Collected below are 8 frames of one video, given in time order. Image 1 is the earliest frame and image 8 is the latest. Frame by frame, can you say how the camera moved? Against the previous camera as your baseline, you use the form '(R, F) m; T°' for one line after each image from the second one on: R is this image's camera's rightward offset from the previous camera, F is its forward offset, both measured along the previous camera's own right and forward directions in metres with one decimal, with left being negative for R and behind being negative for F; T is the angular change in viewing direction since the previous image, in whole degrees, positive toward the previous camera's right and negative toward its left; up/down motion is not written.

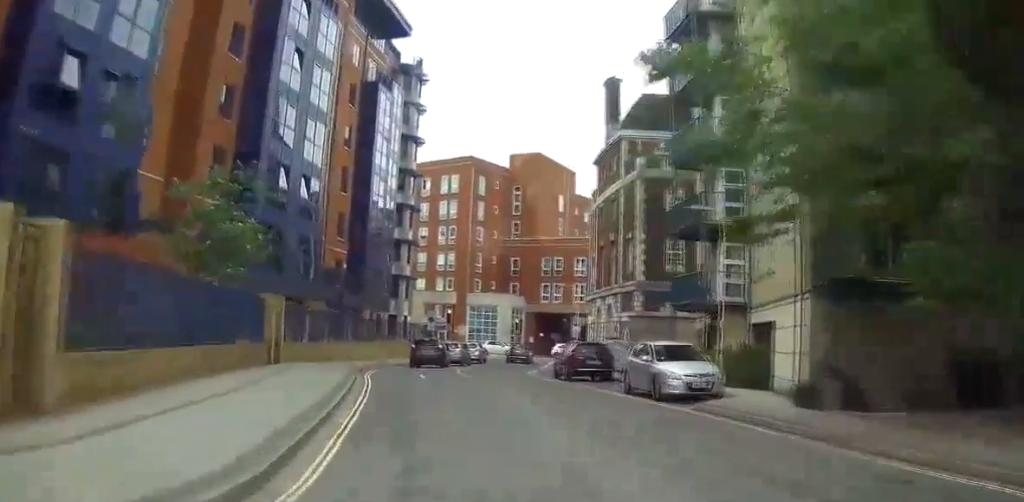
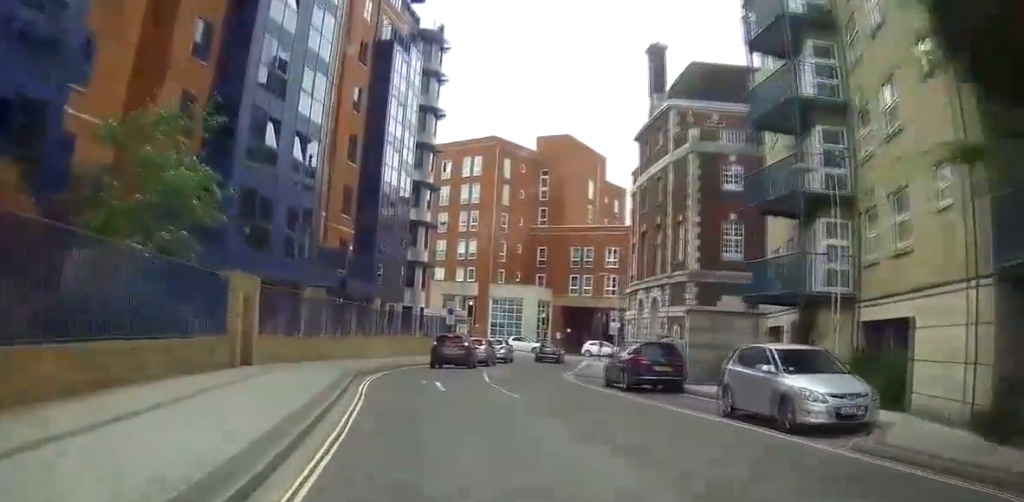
(0.0, +4.2) m; 0°
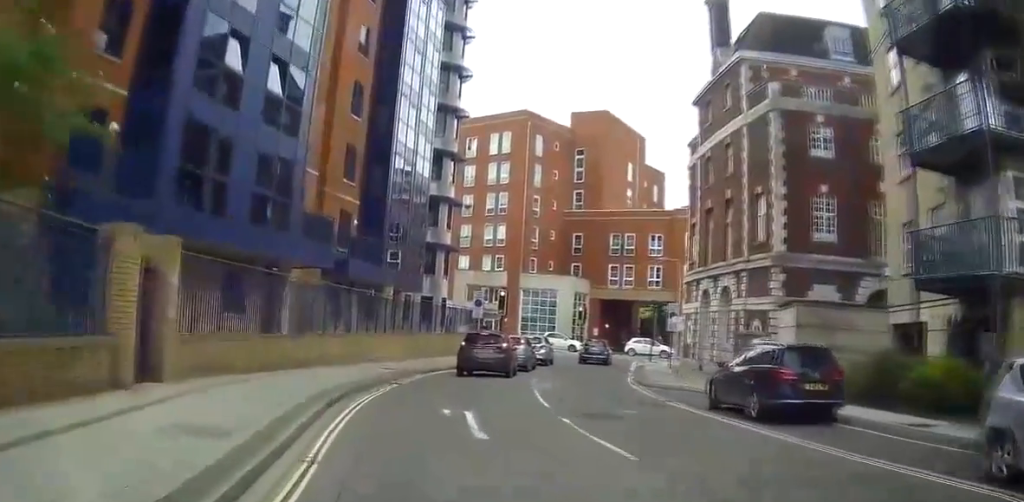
(0.0, +4.4) m; 0°
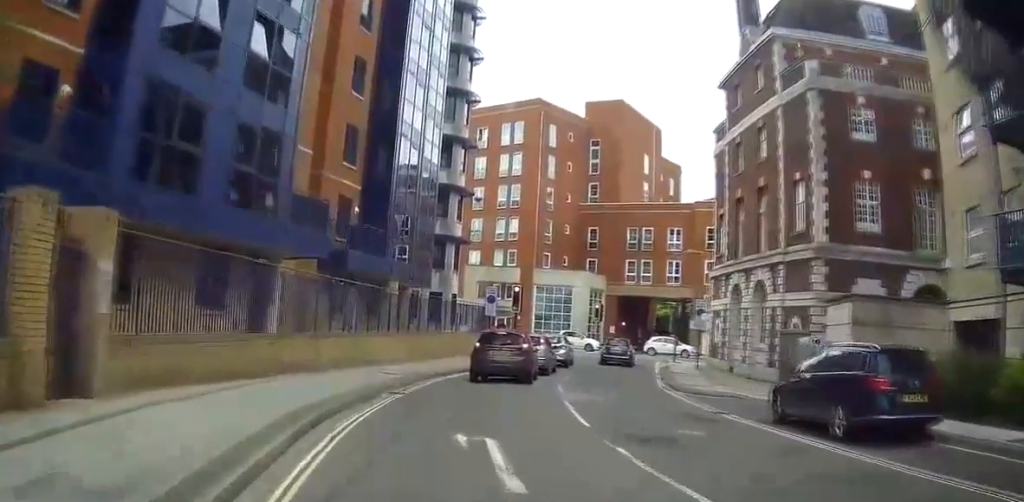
(0.0, +1.8) m; 0°
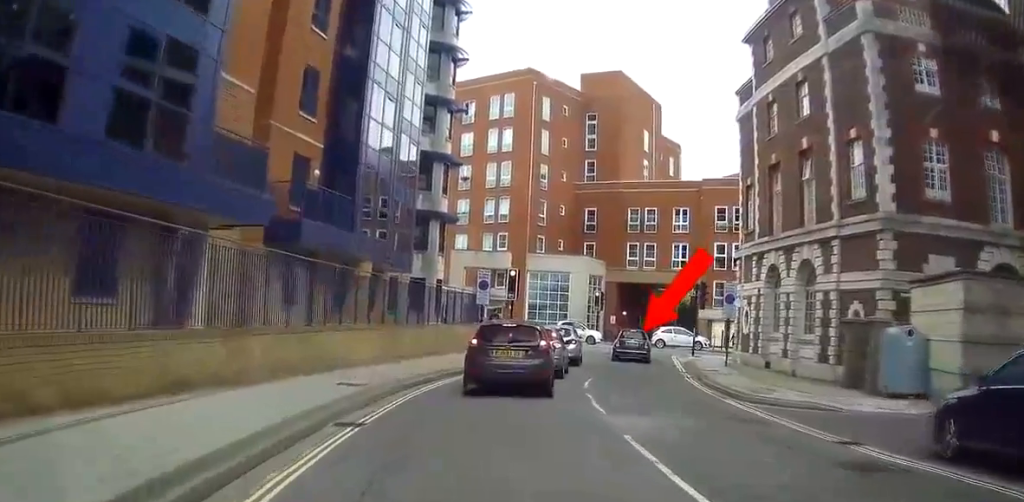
(+0.1, +5.1) m; +3°
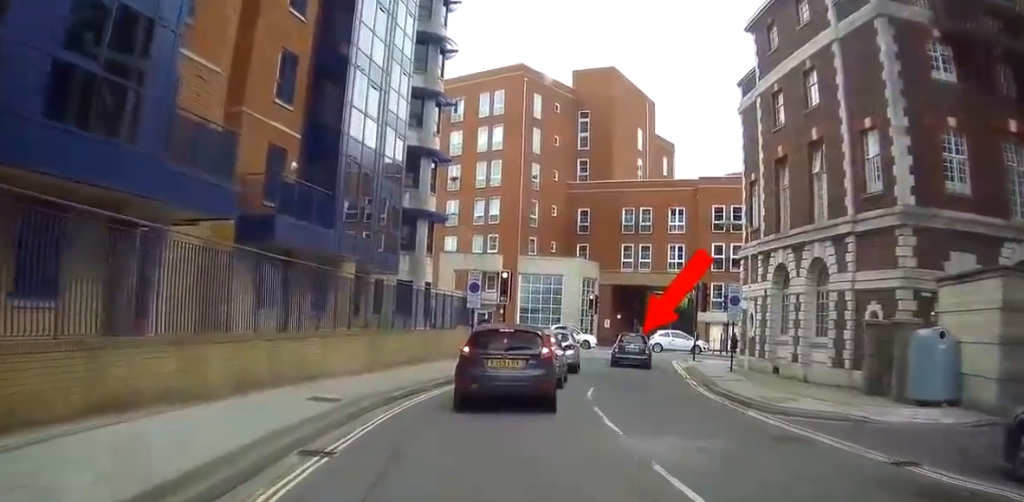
(+0.1, +1.4) m; +2°
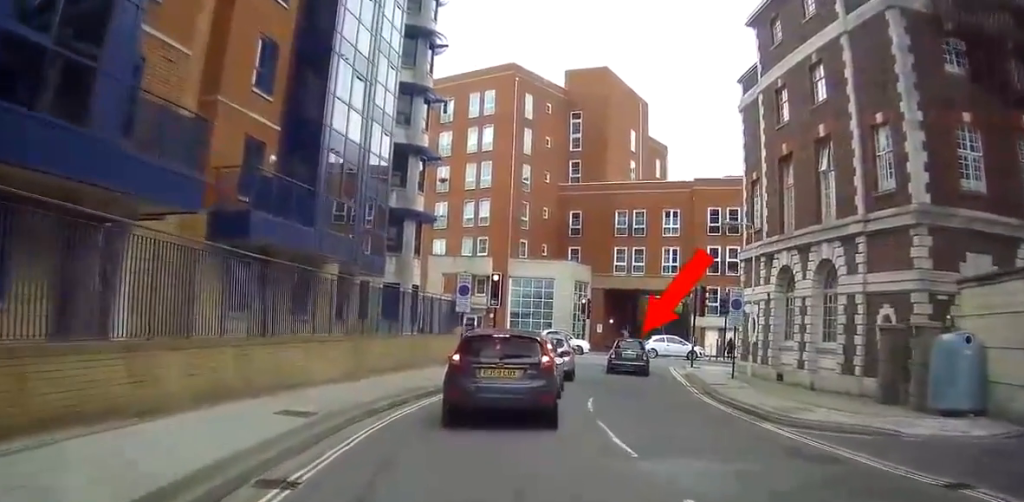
(0.0, +1.2) m; +1°
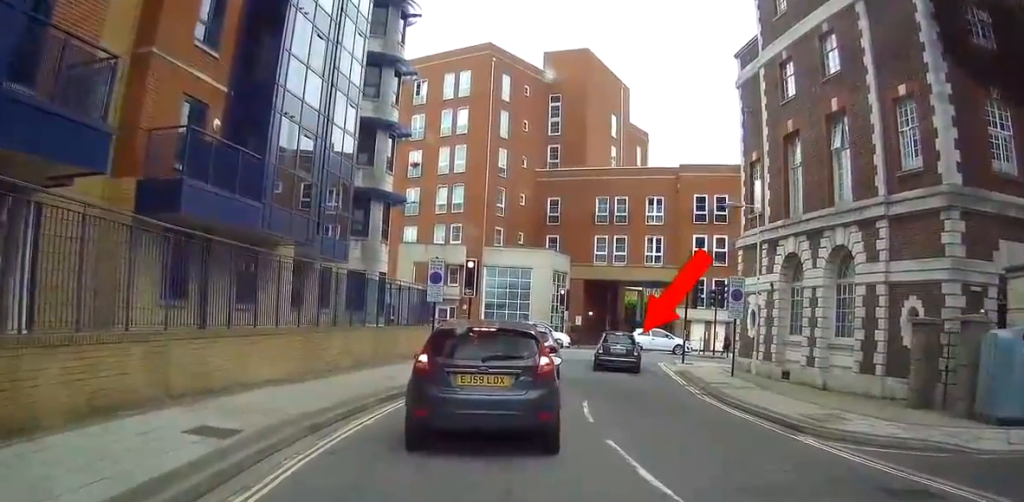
(+0.1, +1.7) m; 0°
